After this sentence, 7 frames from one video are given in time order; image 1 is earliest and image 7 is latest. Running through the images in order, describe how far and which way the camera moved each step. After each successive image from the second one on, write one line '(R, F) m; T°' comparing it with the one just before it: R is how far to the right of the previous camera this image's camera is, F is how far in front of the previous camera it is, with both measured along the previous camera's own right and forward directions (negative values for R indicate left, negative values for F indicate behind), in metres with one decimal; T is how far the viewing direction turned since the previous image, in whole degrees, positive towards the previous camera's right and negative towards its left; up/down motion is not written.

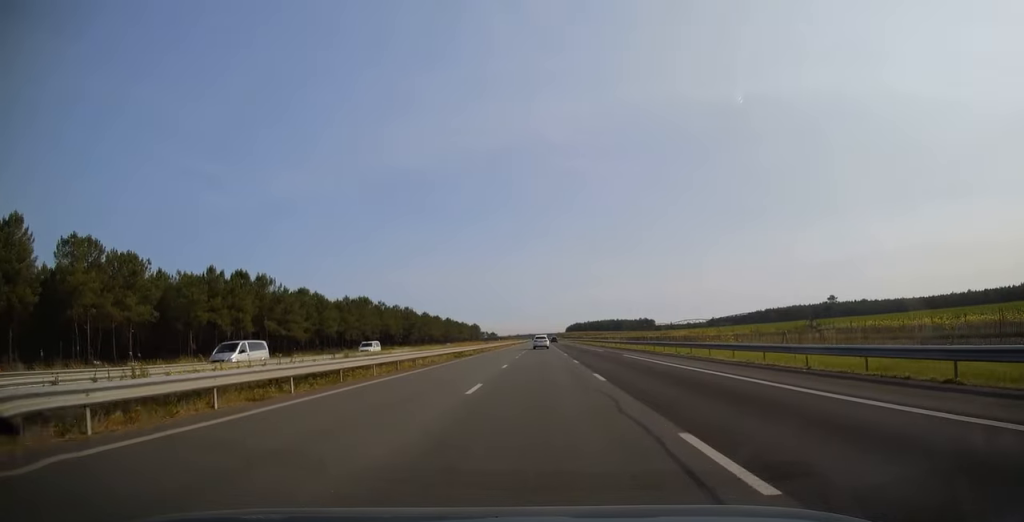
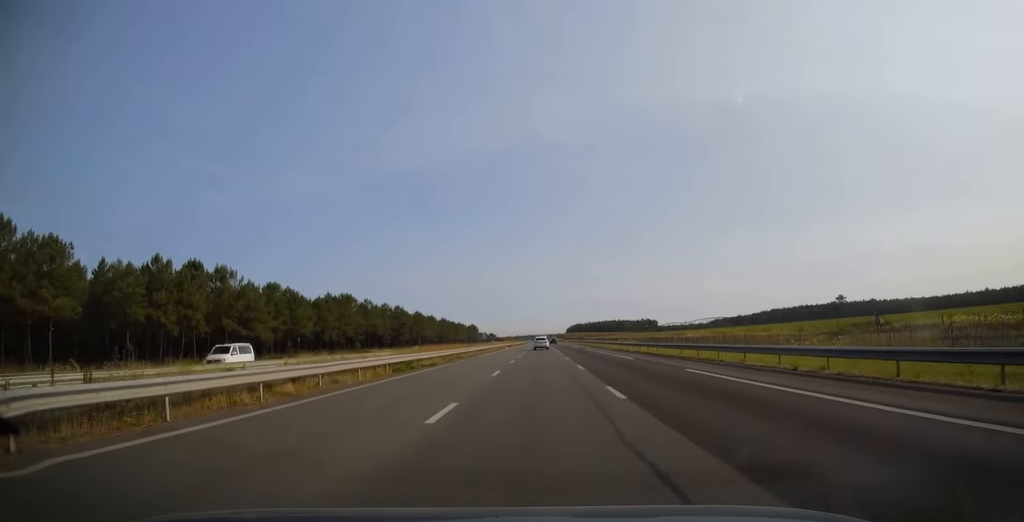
(0.0, +17.7) m; 0°
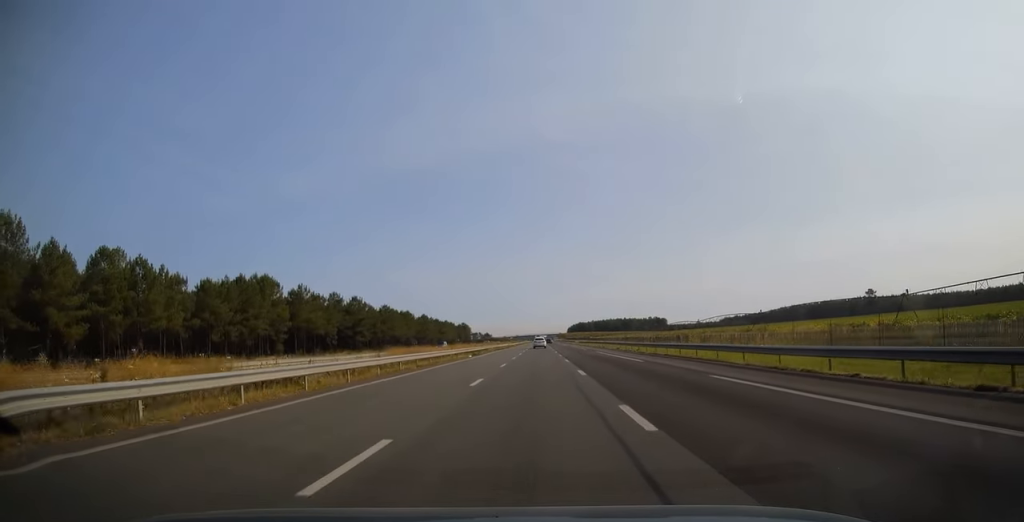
(0.0, +56.7) m; 0°
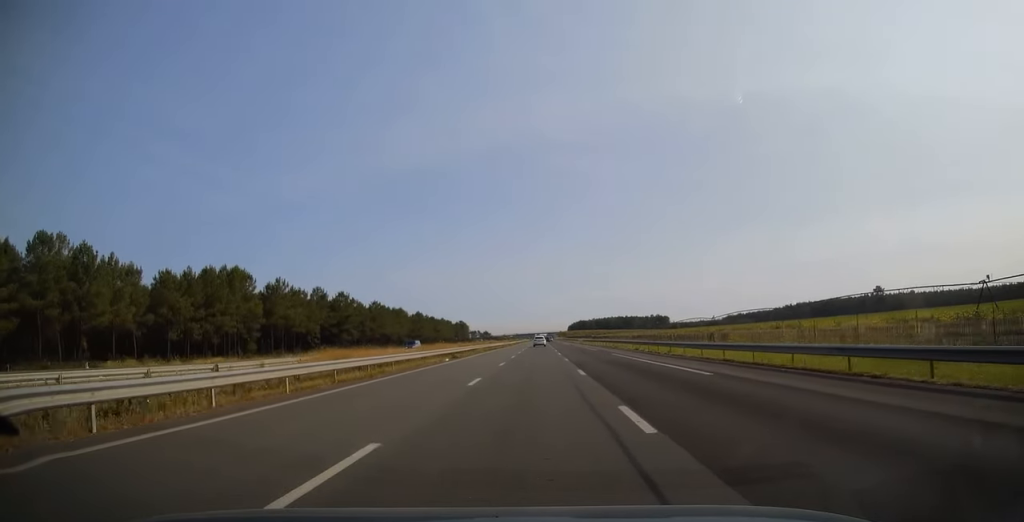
(0.0, +13.3) m; 0°
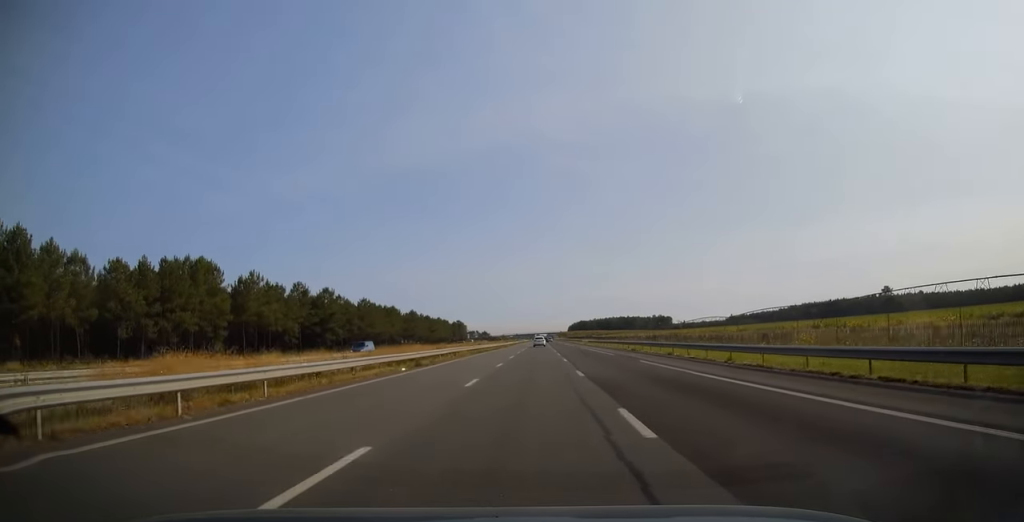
(-0.1, +13.3) m; 0°
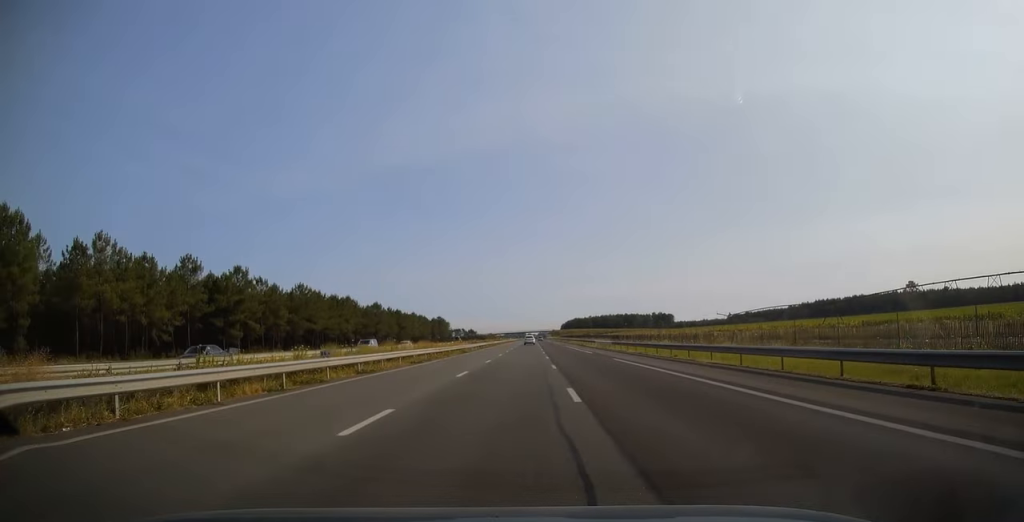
(+0.5, +47.7) m; +1°
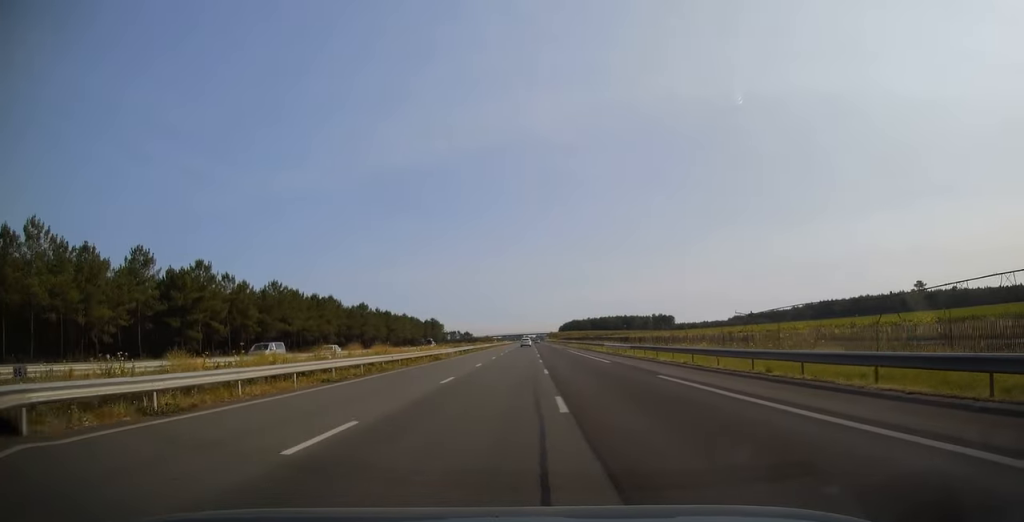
(0.0, +14.3) m; 0°
